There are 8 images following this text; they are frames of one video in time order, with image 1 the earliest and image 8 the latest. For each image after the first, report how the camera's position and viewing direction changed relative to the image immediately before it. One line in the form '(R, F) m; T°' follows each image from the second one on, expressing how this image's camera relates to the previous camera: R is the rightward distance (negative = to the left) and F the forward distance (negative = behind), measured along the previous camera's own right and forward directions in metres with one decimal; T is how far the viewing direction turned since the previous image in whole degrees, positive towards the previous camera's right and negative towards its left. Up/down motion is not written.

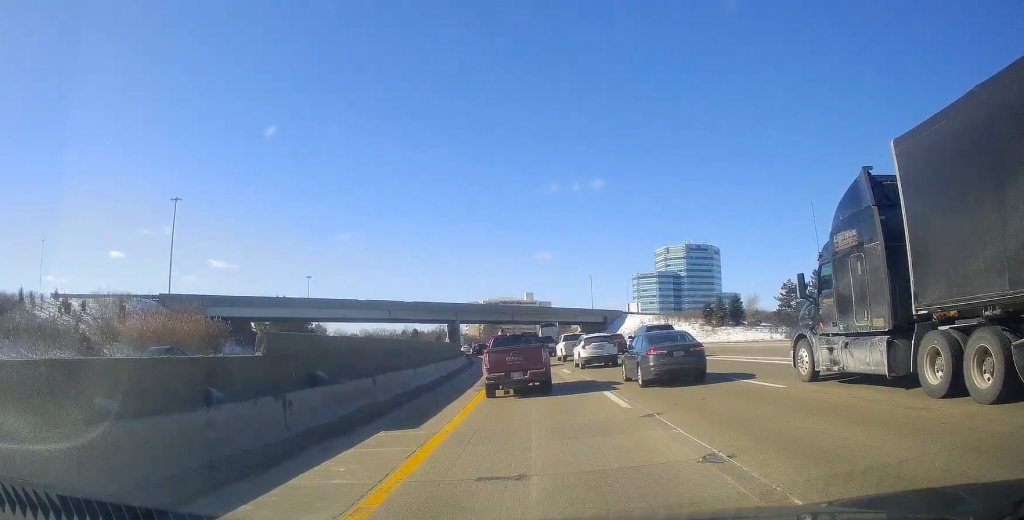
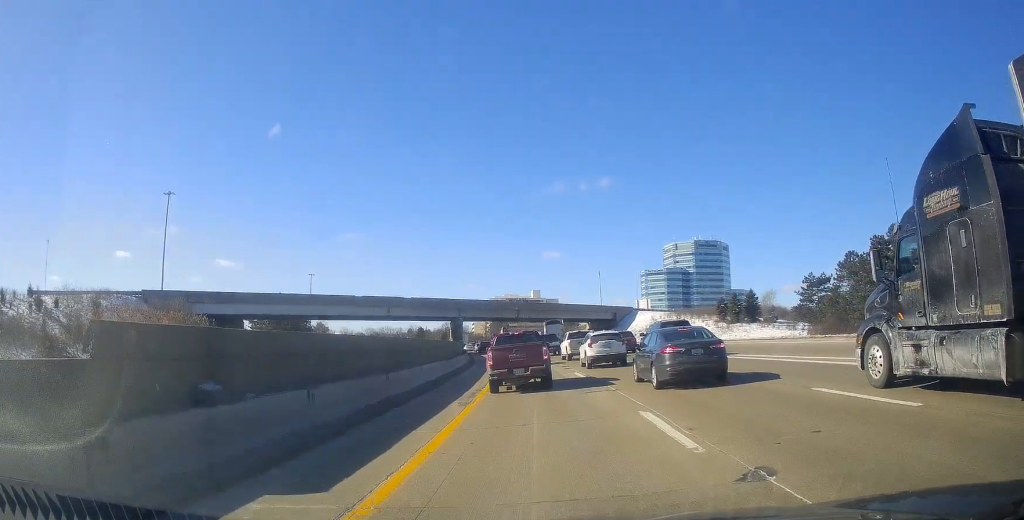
(-0.1, +5.8) m; 0°
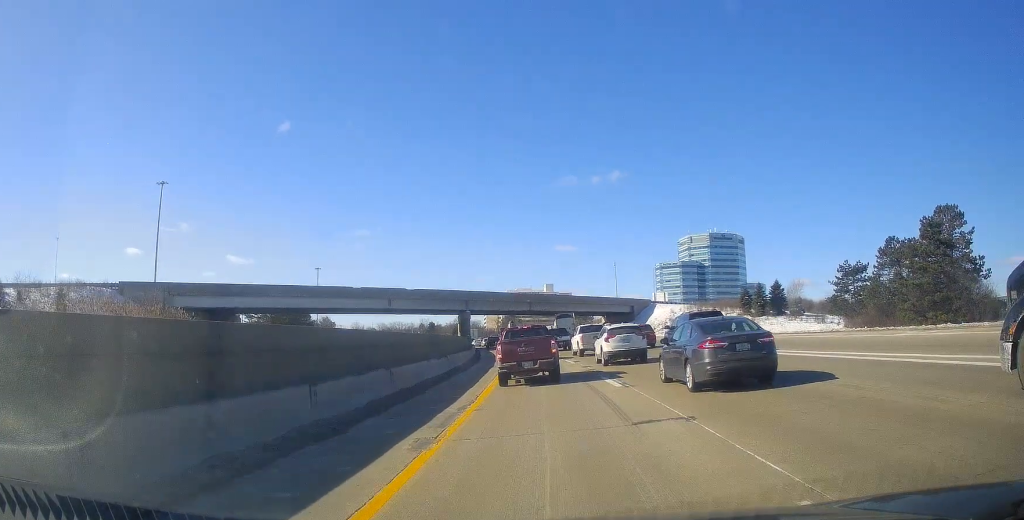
(0.0, +7.2) m; 0°
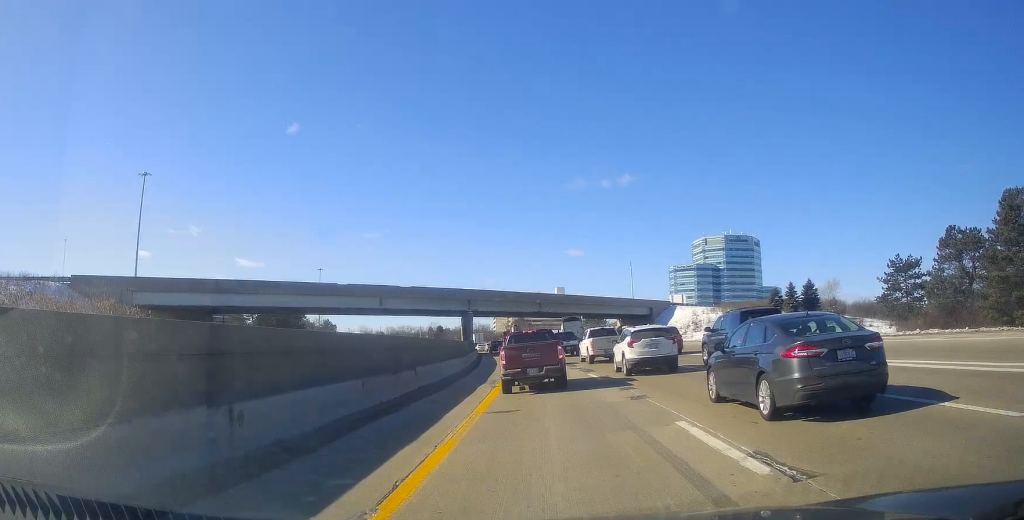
(-0.1, +10.6) m; -5°
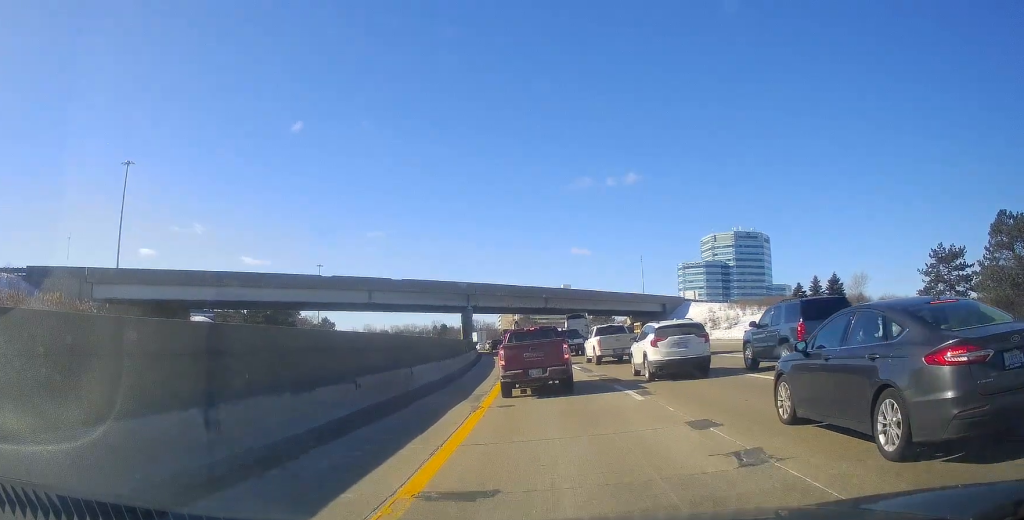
(-0.5, +7.6) m; -3°
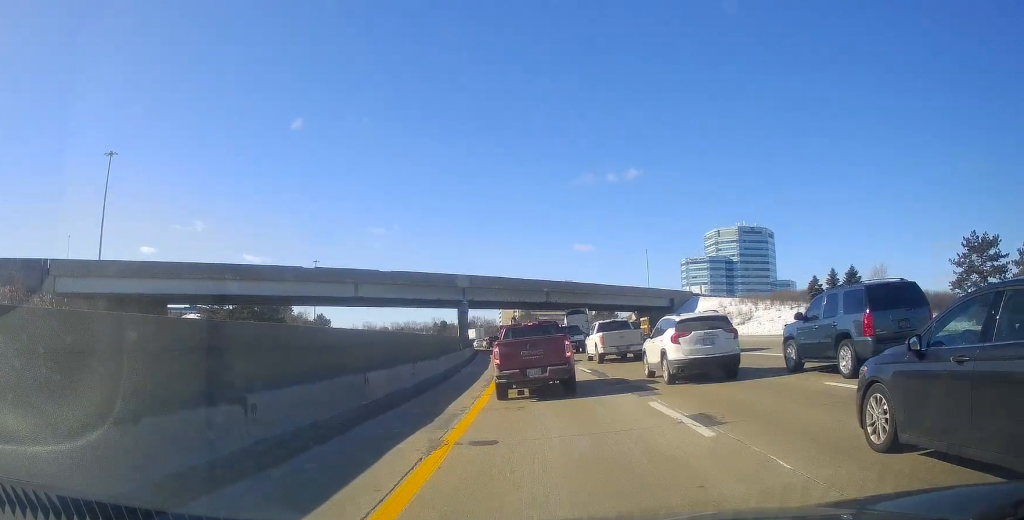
(0.0, +5.2) m; 0°
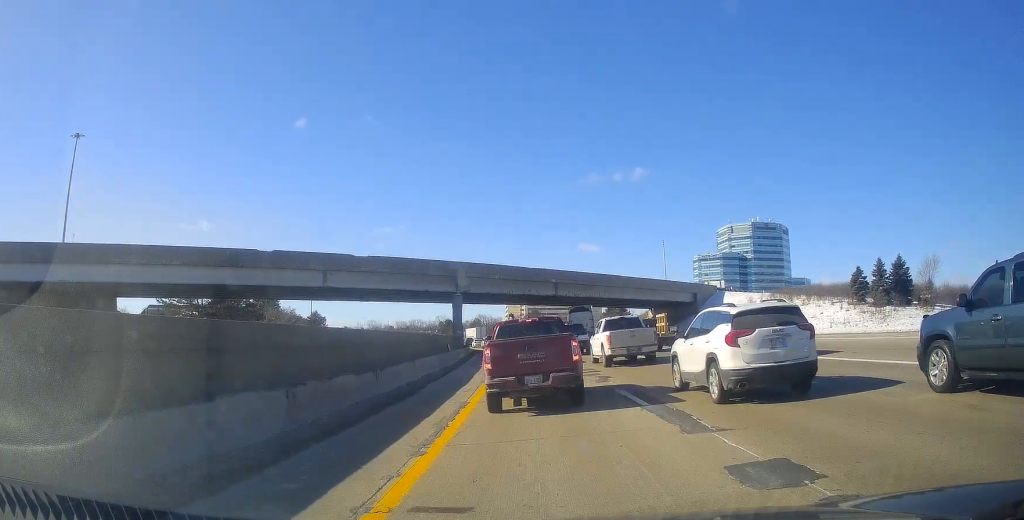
(0.0, +10.9) m; +2°
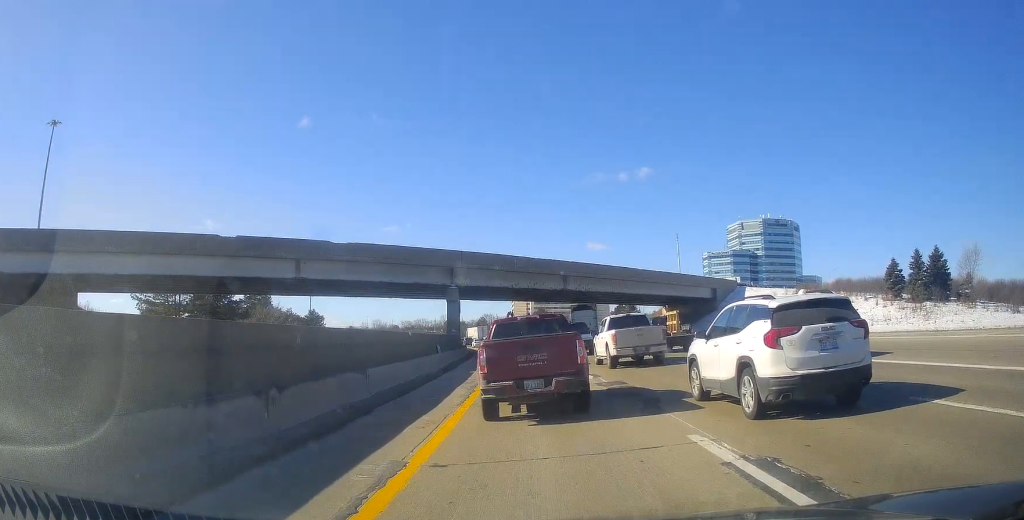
(+0.4, +7.1) m; +4°
